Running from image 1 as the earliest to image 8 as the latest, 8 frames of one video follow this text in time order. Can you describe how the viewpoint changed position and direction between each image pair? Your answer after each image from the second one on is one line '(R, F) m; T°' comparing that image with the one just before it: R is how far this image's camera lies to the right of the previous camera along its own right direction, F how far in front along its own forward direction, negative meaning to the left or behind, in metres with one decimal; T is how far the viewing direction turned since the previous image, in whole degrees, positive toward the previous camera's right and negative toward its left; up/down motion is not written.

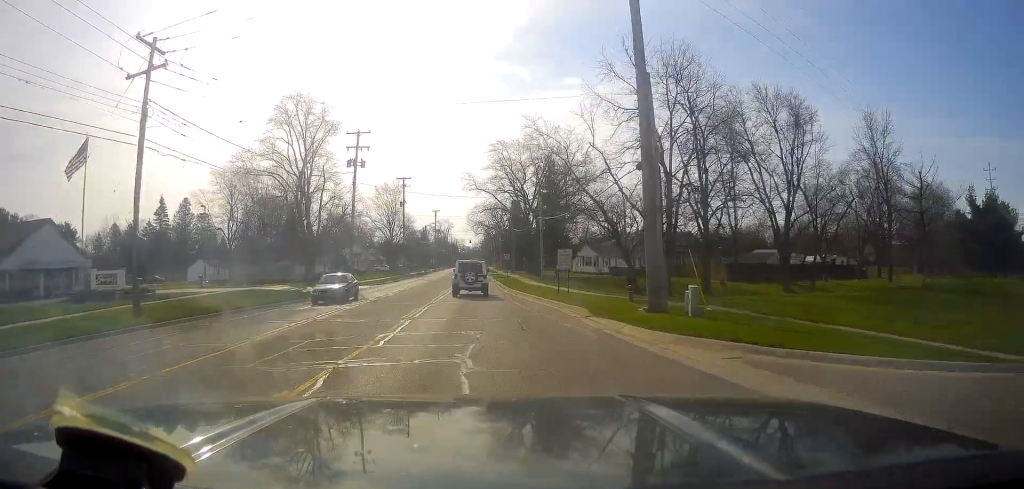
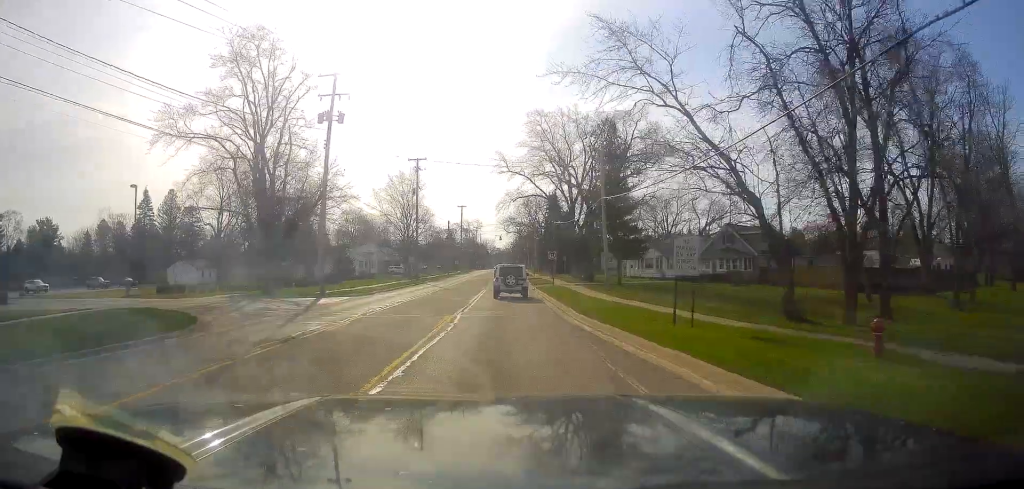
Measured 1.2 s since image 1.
(-1.2, +18.6) m; -6°
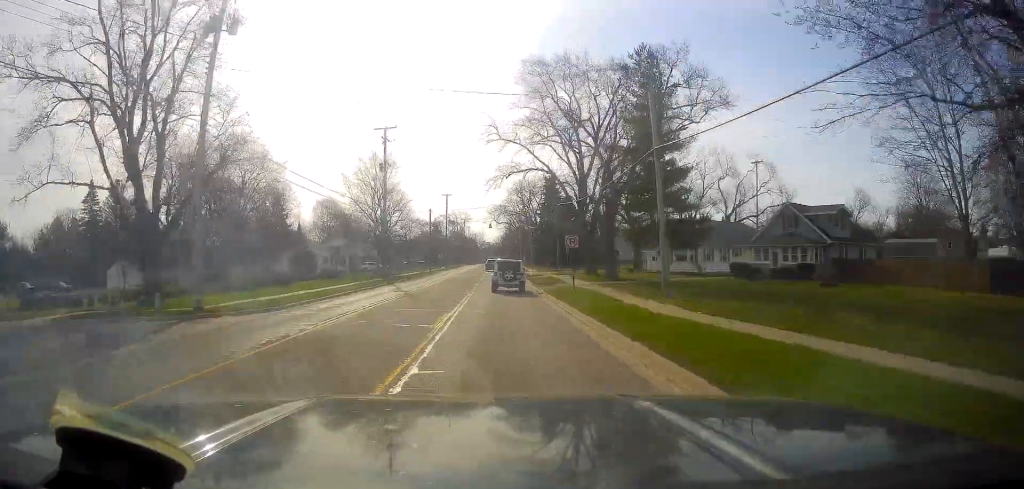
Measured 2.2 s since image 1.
(-0.1, +15.6) m; +1°
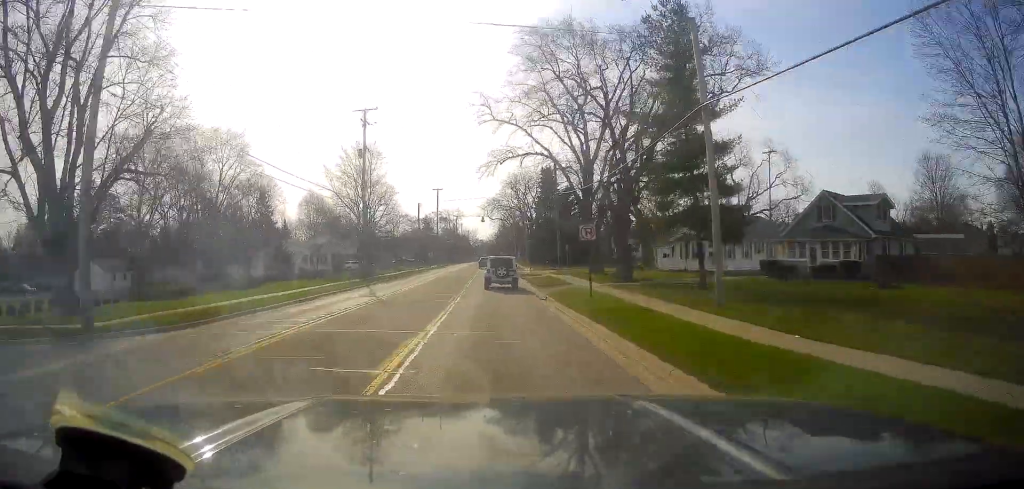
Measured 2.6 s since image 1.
(+0.1, +6.7) m; +2°
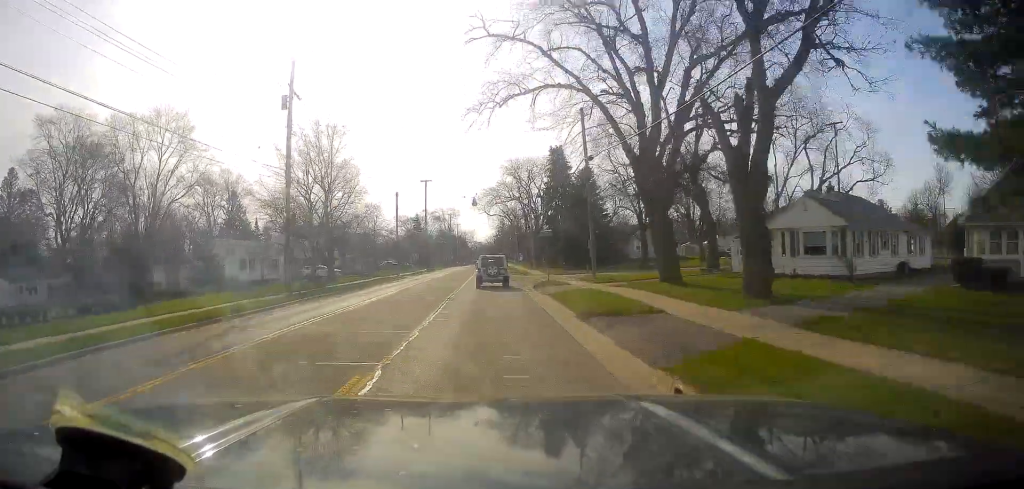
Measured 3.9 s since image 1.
(+1.0, +19.0) m; +2°
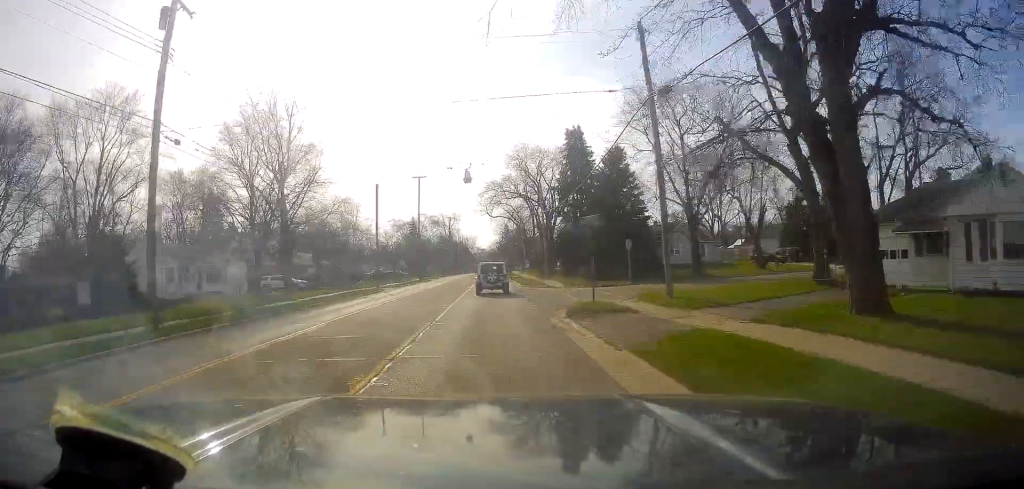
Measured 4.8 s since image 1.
(-0.6, +14.5) m; -2°
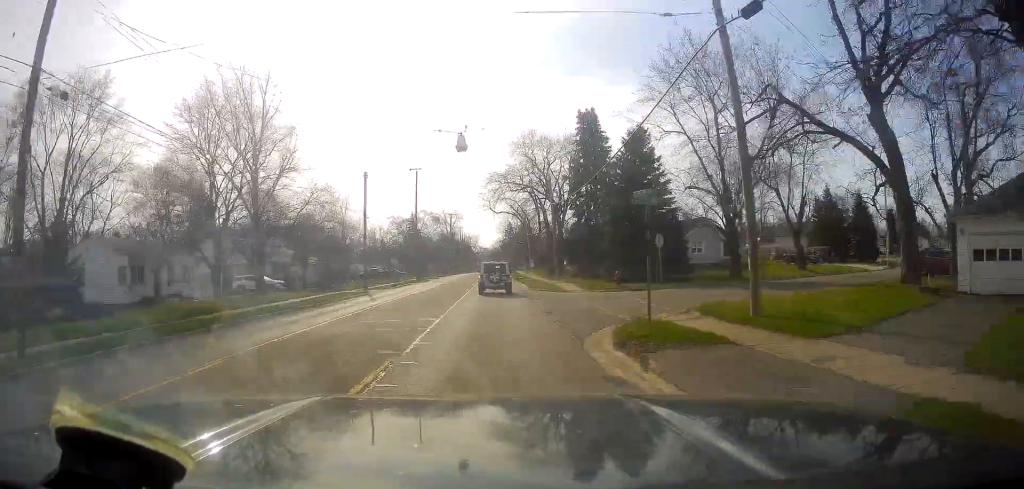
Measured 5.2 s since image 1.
(-0.3, +6.8) m; -1°
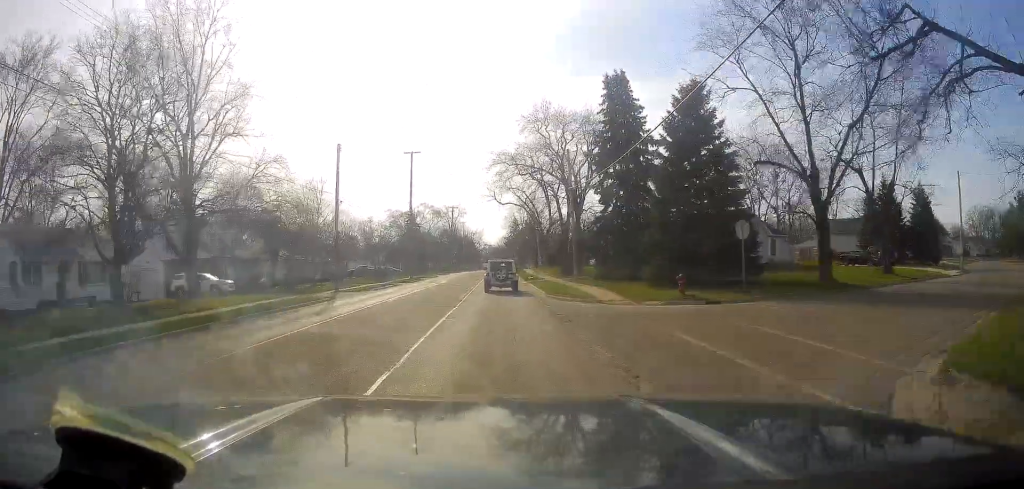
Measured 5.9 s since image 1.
(+0.6, +11.2) m; +1°
